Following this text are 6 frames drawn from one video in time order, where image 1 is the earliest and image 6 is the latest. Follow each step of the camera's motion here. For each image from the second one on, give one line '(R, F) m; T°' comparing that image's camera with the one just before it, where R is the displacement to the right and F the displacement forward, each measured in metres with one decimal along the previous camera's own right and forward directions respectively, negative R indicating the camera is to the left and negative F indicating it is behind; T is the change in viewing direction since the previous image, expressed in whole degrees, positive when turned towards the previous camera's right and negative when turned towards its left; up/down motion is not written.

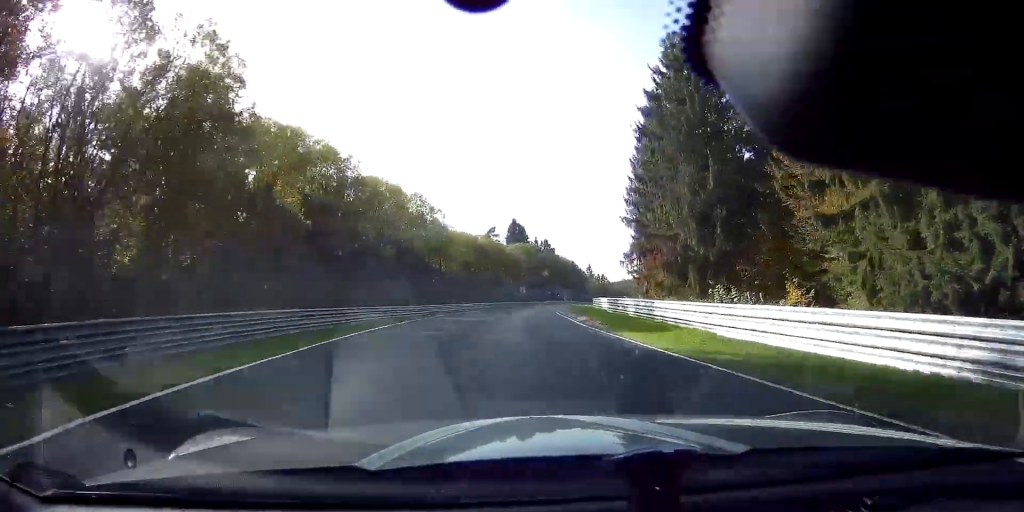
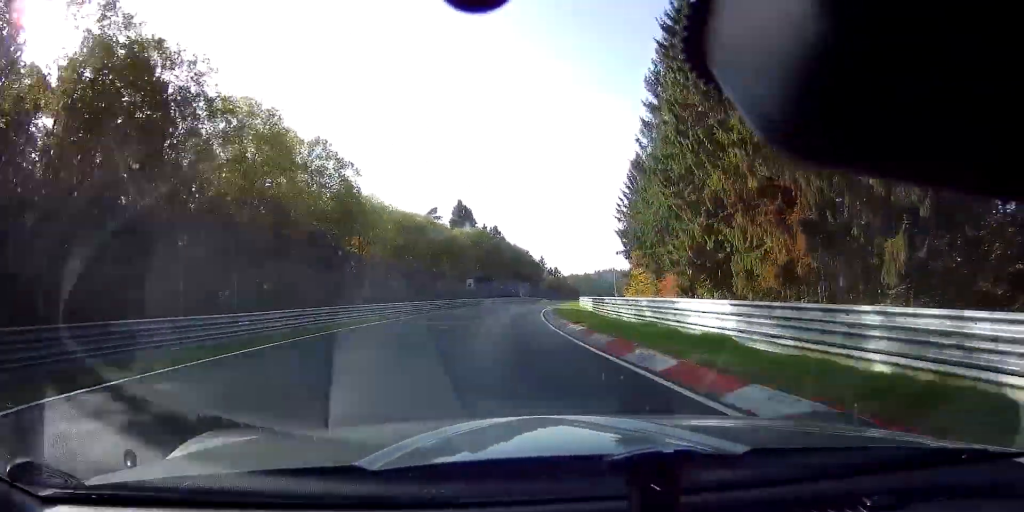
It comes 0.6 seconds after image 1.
(+1.6, +23.2) m; +5°
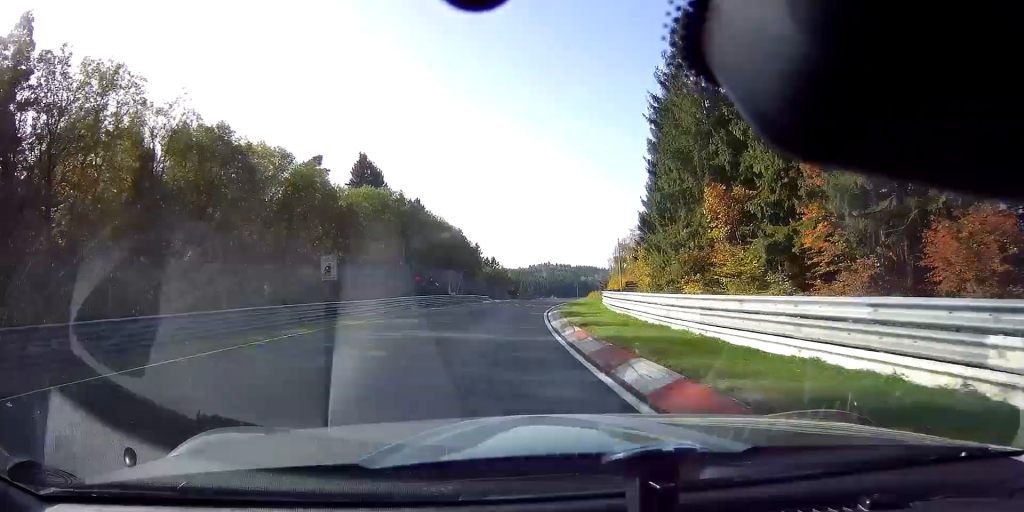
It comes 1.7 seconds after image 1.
(+3.2, +42.1) m; +8°
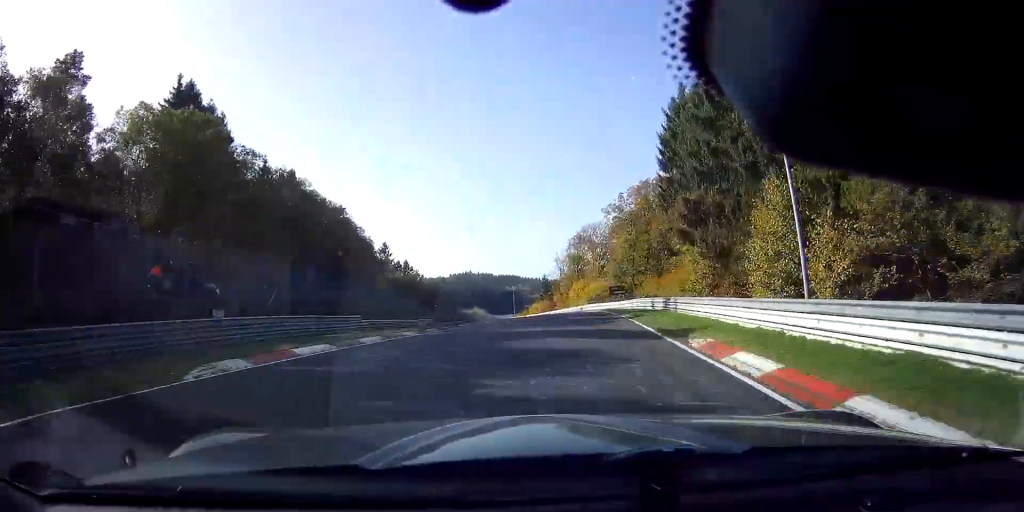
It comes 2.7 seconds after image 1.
(+2.6, +39.2) m; +5°
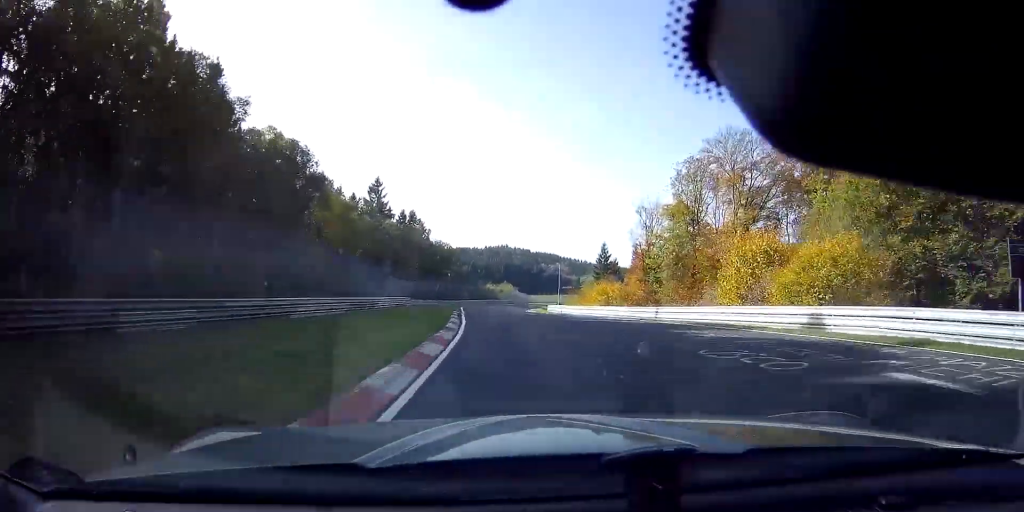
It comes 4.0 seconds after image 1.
(+0.7, +49.5) m; 0°
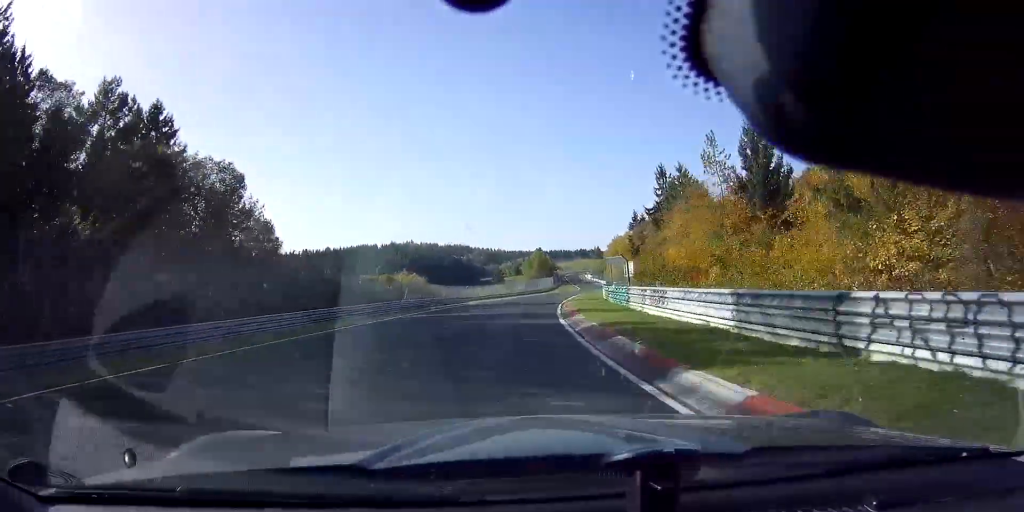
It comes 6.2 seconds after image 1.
(+3.4, +86.2) m; +9°
